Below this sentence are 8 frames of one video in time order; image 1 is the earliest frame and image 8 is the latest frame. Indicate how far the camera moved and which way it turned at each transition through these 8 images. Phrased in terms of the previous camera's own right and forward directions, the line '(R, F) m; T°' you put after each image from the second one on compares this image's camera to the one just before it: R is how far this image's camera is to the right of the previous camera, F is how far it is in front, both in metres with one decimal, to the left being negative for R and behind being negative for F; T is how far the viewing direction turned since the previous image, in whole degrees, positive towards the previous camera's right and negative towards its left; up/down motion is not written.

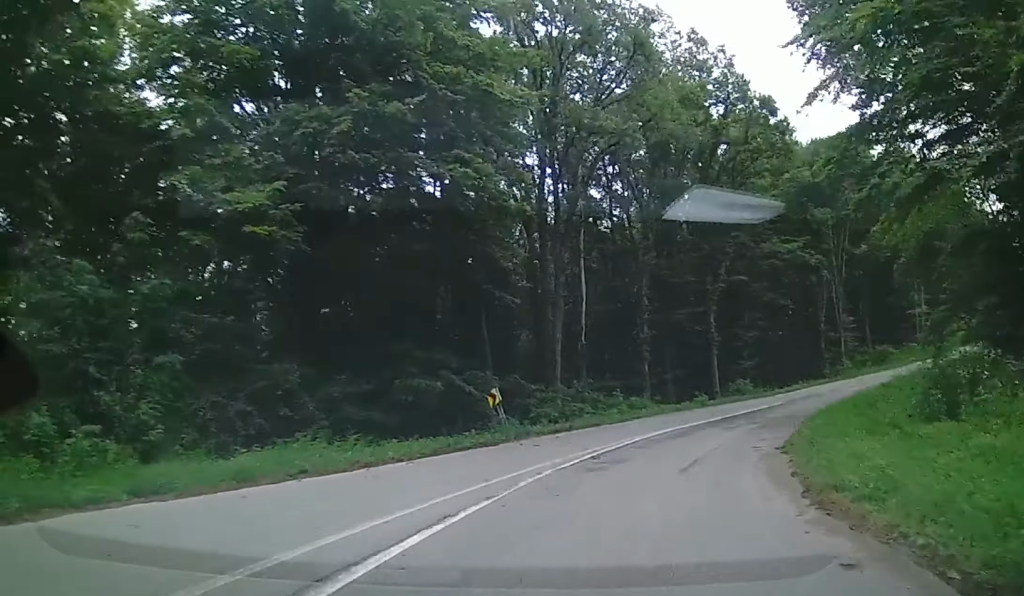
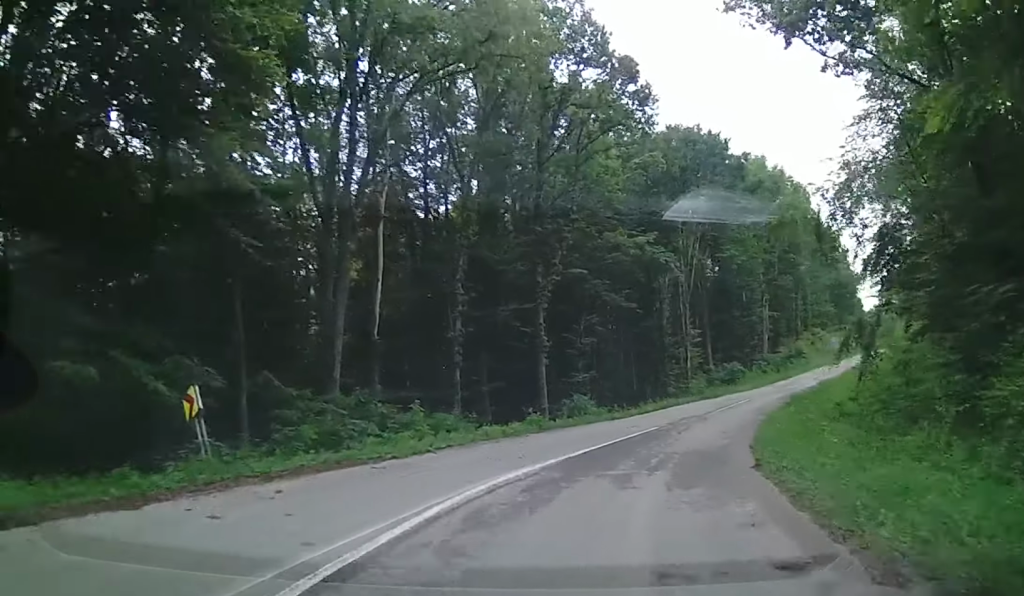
(+1.7, +8.1) m; +20°
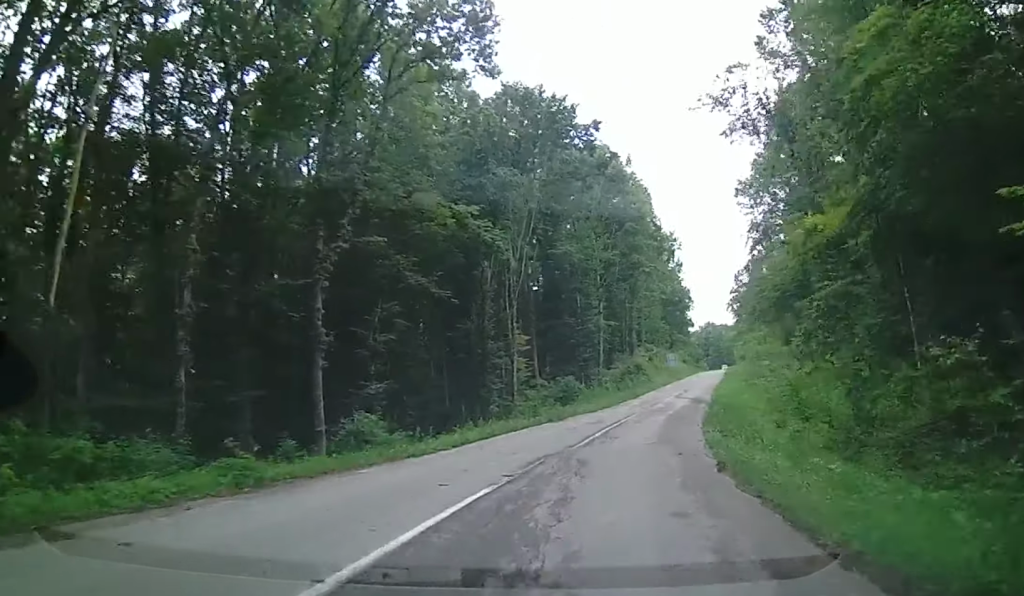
(+1.5, +9.8) m; +15°
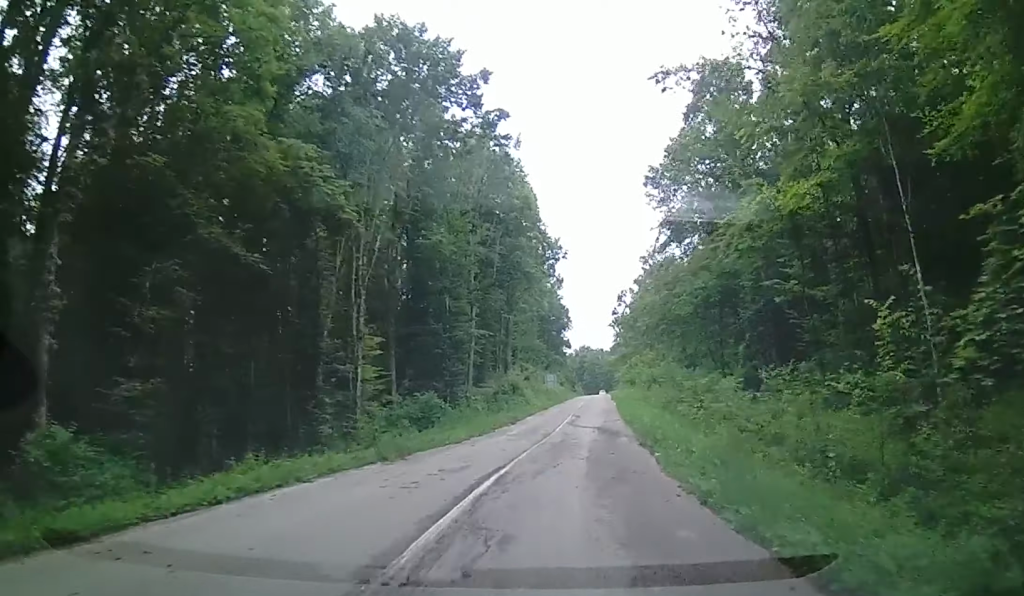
(+0.9, +9.1) m; +9°
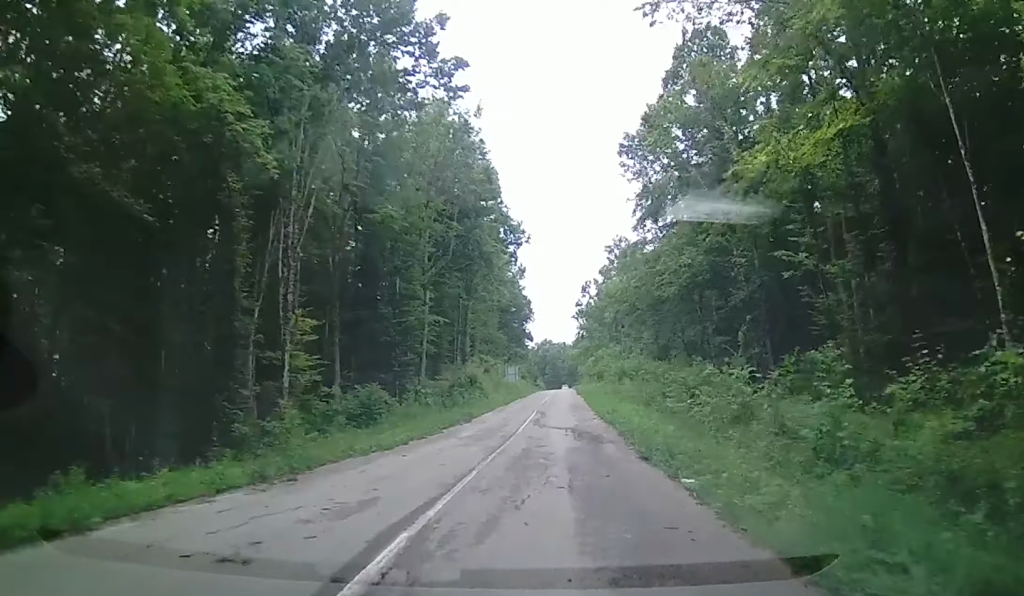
(0.0, +4.6) m; +3°
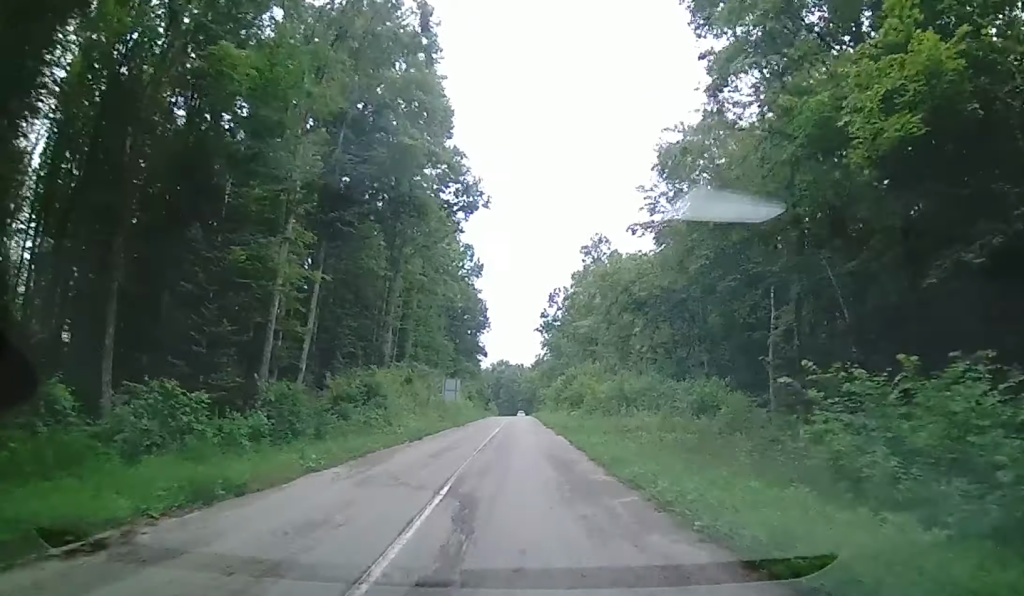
(+2.1, +21.5) m; +4°
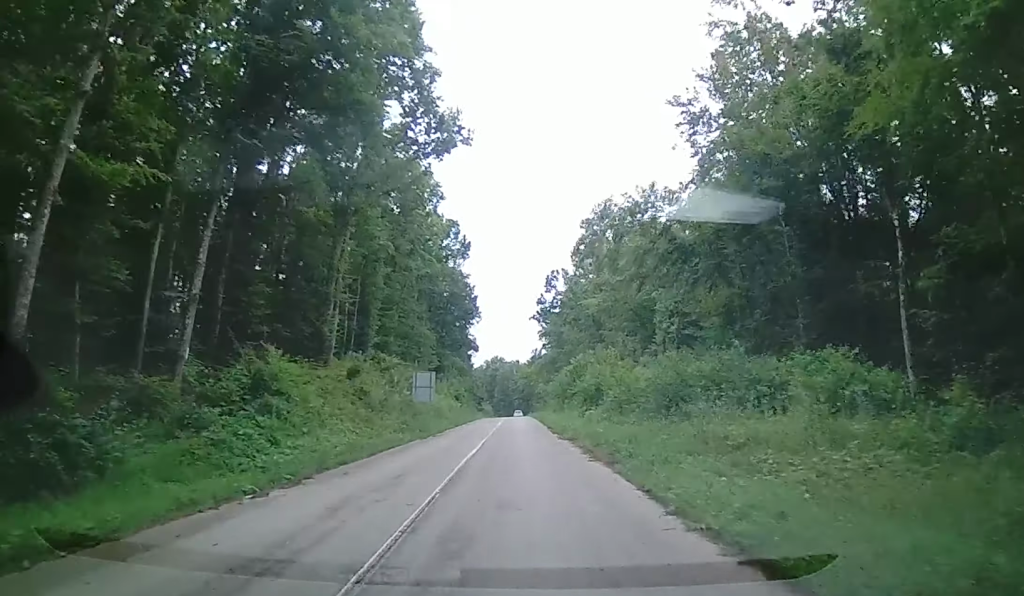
(-0.8, +15.4) m; -1°
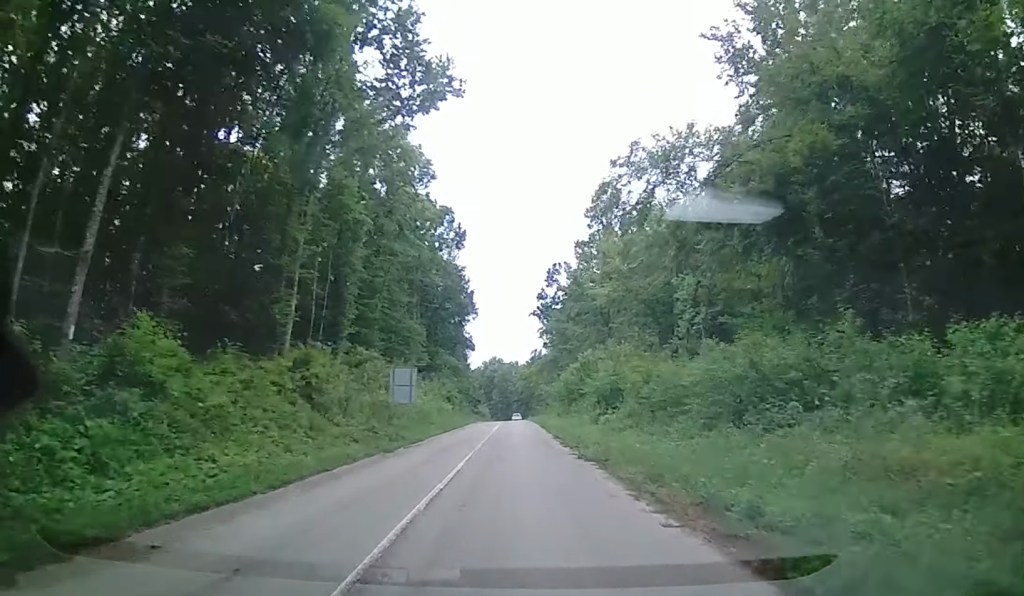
(+0.3, +8.6) m; 0°
